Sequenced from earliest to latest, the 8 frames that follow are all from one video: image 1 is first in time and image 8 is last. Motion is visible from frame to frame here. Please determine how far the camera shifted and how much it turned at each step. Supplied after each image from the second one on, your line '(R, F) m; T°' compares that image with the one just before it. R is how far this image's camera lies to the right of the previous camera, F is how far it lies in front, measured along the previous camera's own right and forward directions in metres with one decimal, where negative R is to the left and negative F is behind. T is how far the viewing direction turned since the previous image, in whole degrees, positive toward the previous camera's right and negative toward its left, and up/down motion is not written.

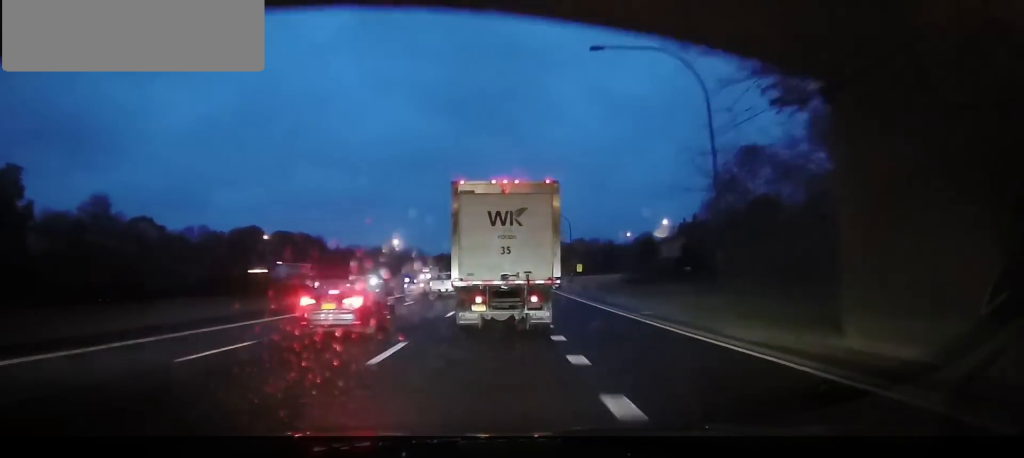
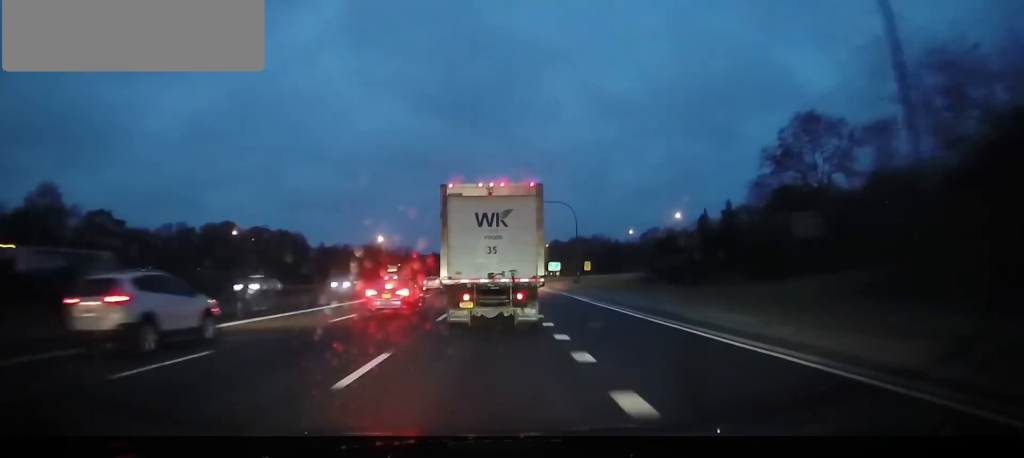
(-0.1, +14.2) m; 0°
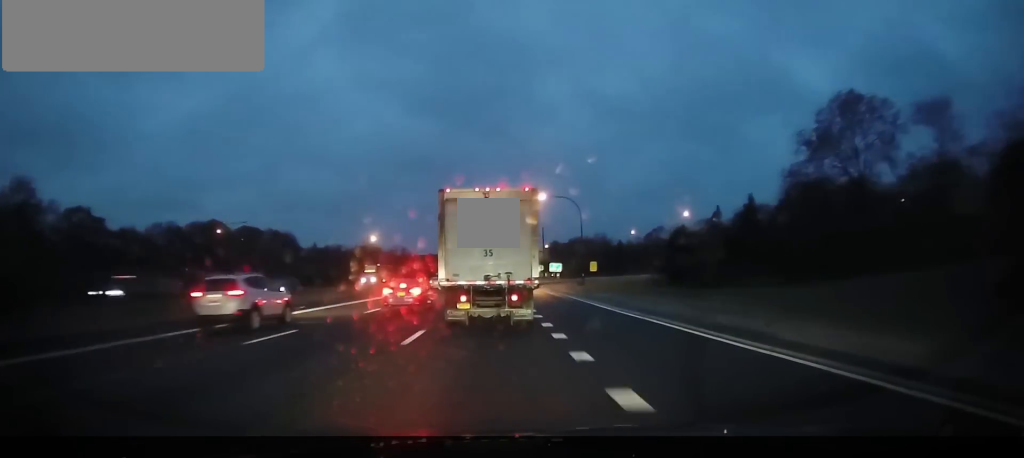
(0.0, +7.0) m; 0°
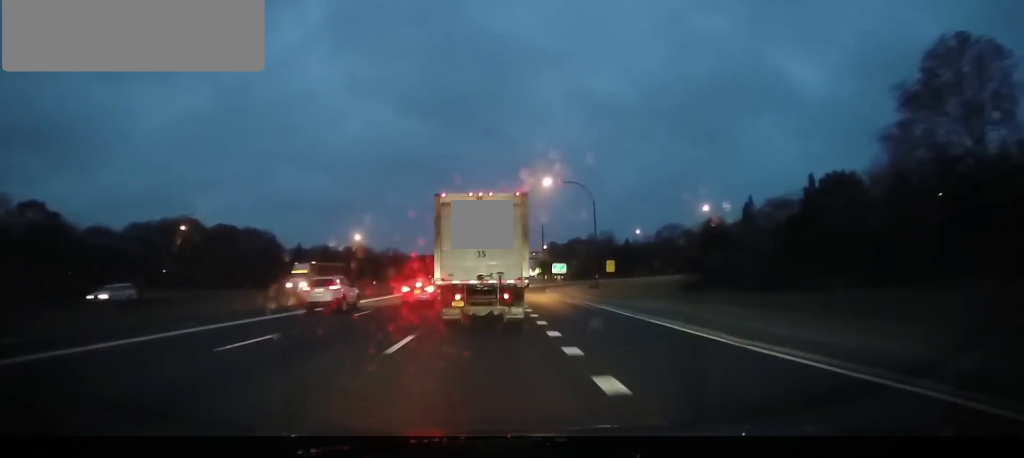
(+0.1, +14.0) m; +1°
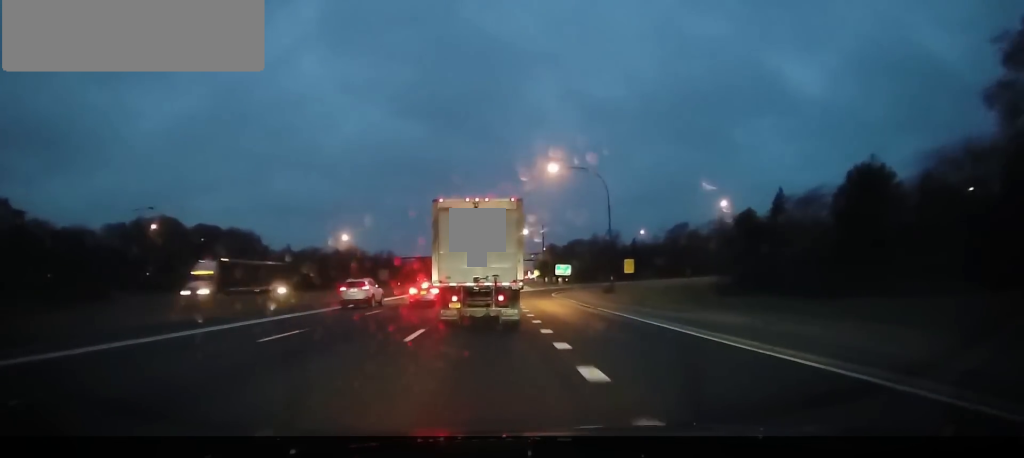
(+0.1, +9.8) m; +1°
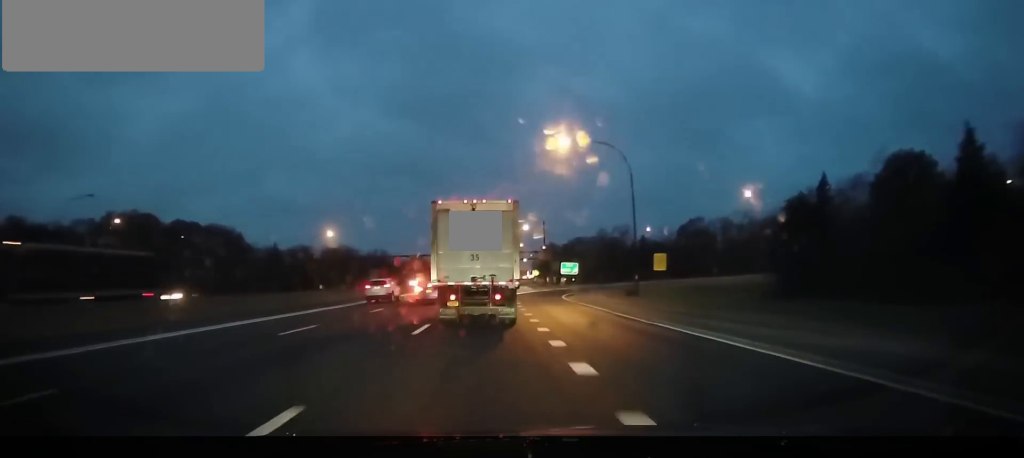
(+0.1, +10.8) m; 0°
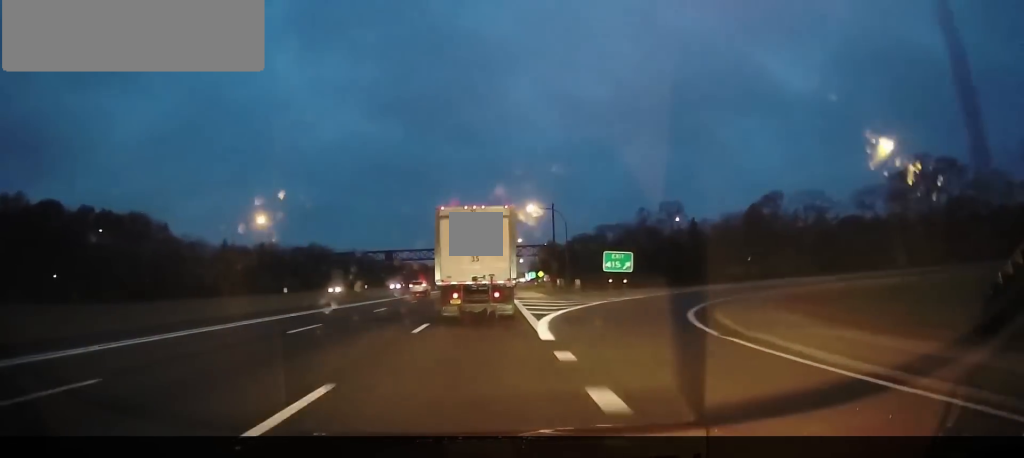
(+0.5, +36.5) m; +1°
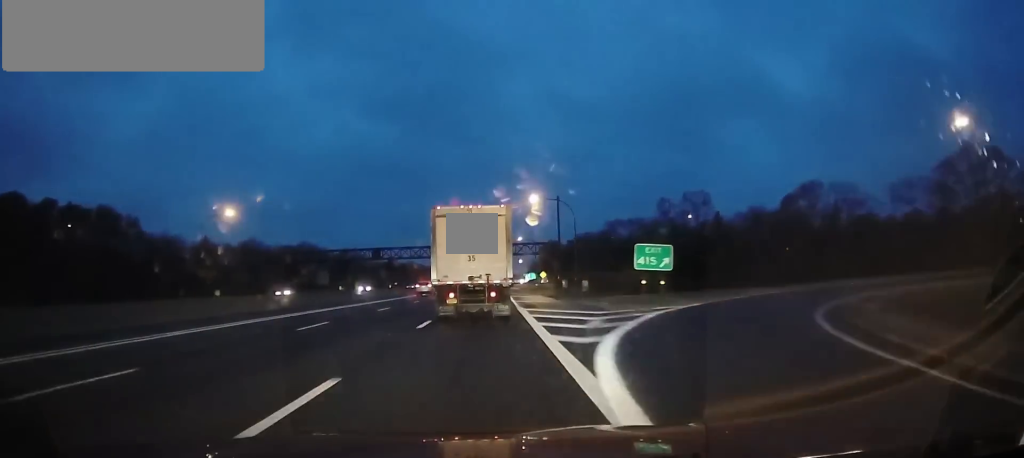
(0.0, +11.0) m; +1°
